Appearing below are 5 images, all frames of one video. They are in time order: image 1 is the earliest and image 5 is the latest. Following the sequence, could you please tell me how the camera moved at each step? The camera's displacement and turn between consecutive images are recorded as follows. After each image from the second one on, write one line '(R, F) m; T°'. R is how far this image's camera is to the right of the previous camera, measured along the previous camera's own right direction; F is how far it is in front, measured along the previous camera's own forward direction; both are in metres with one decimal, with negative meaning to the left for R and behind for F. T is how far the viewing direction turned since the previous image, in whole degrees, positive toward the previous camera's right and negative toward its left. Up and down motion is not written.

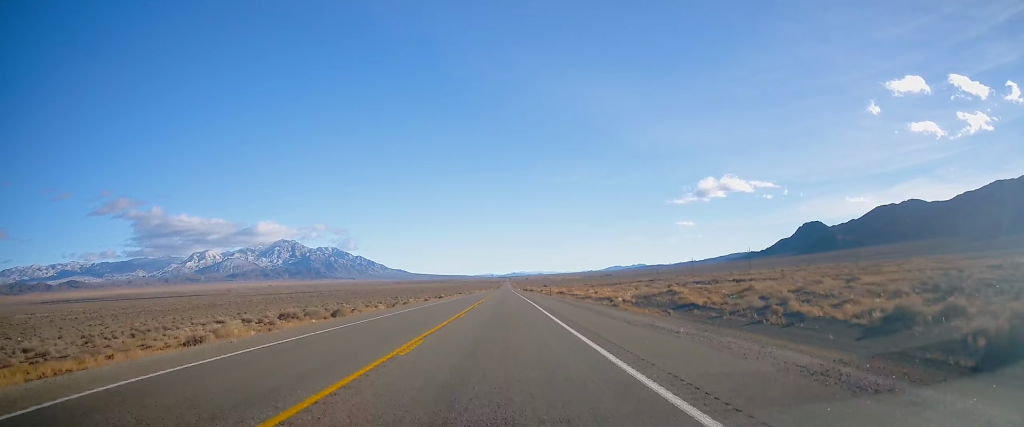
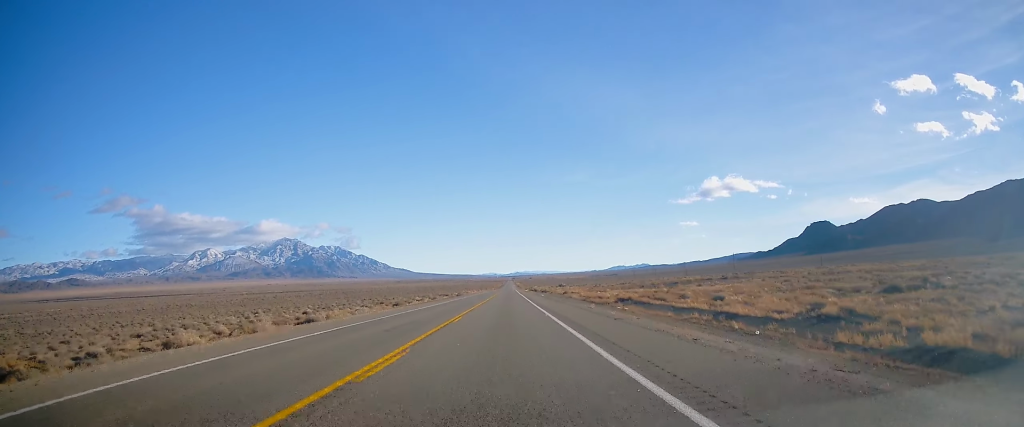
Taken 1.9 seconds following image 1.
(-0.1, +63.5) m; 0°
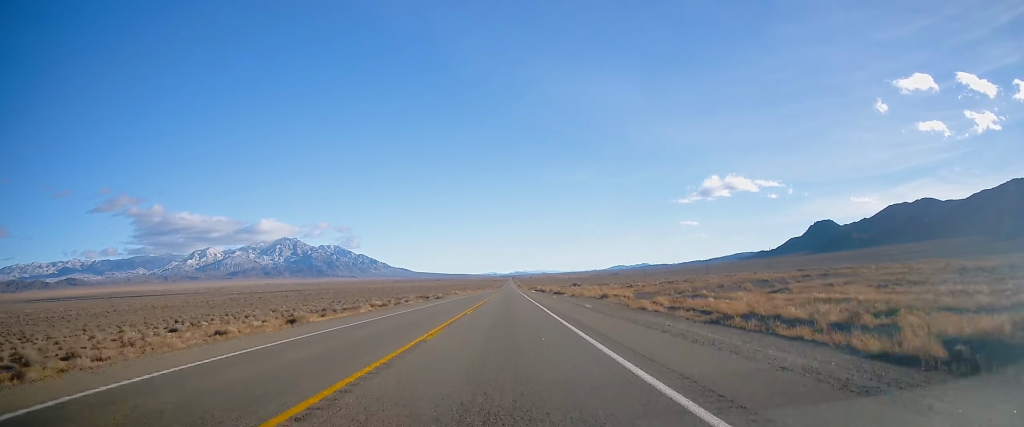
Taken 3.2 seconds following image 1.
(+0.1, +43.2) m; 0°
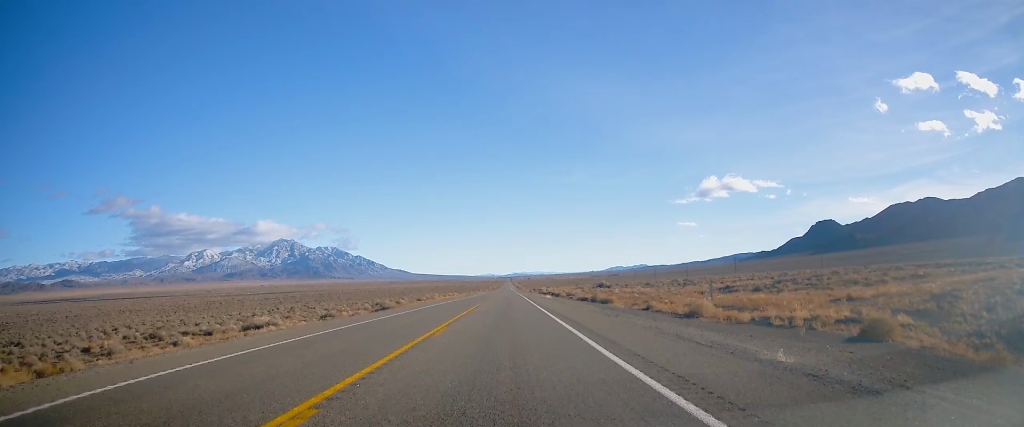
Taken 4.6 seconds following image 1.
(+0.5, +47.5) m; +1°
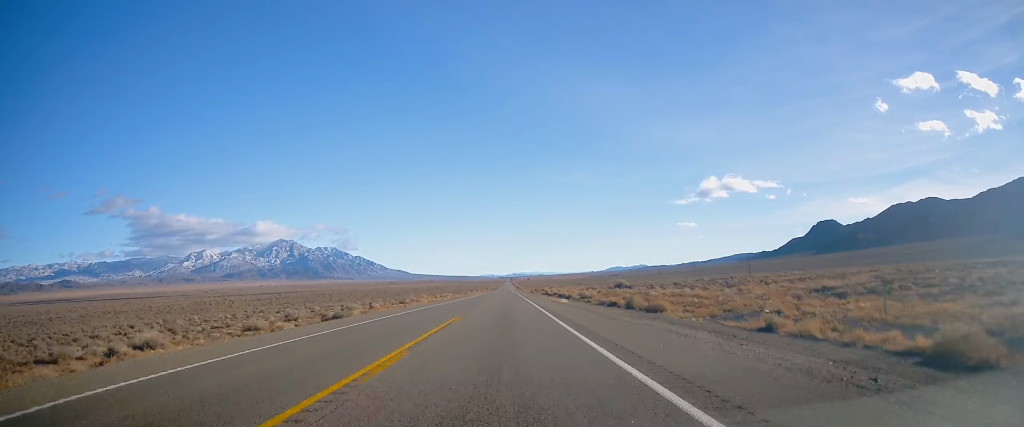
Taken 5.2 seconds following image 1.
(-0.1, +19.0) m; 0°
